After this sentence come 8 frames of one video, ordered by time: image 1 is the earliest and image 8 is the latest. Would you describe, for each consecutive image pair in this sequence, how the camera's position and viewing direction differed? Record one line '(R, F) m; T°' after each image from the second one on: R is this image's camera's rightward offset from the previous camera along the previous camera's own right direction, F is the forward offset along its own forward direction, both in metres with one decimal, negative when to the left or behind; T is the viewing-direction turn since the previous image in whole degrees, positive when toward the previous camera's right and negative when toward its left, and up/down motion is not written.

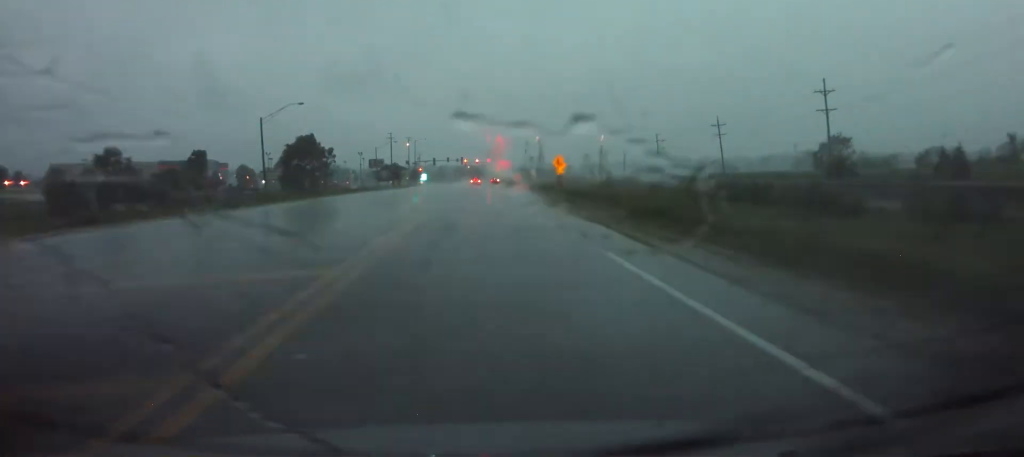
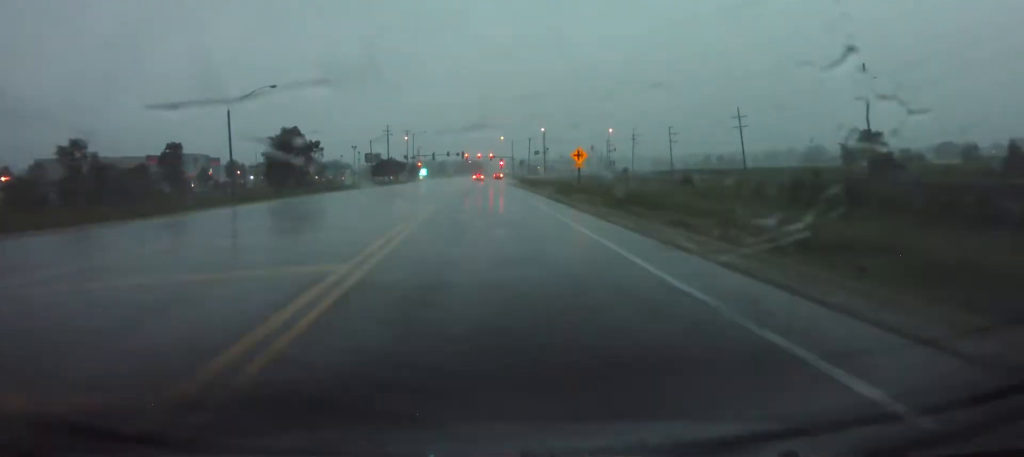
(0.0, +12.1) m; 0°
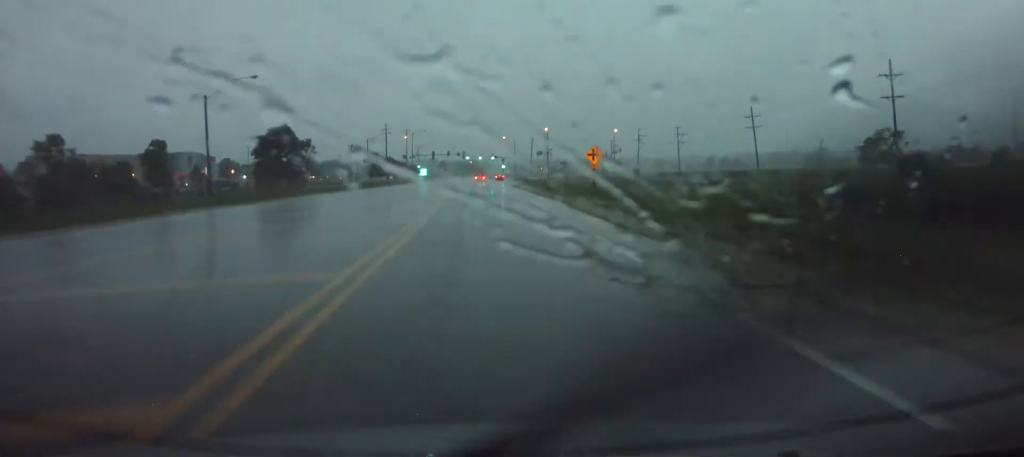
(0.0, +6.9) m; 0°
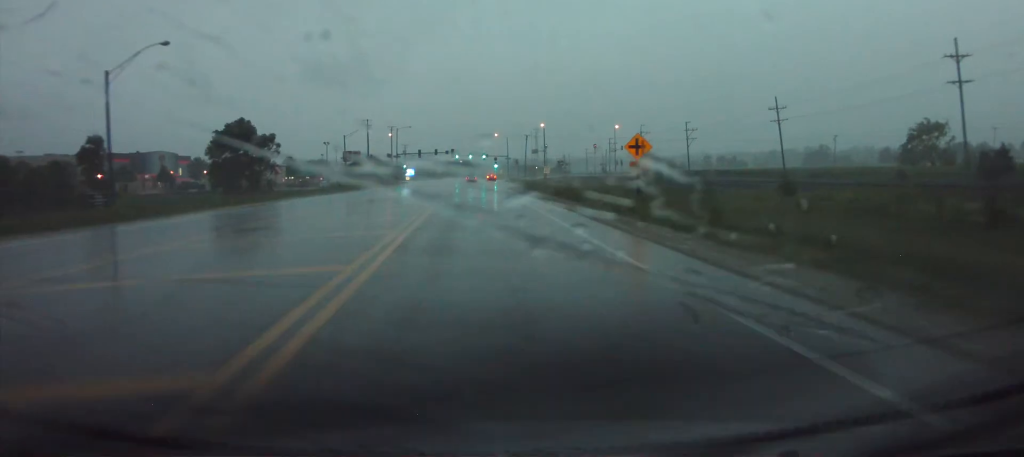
(+0.1, +17.5) m; +1°
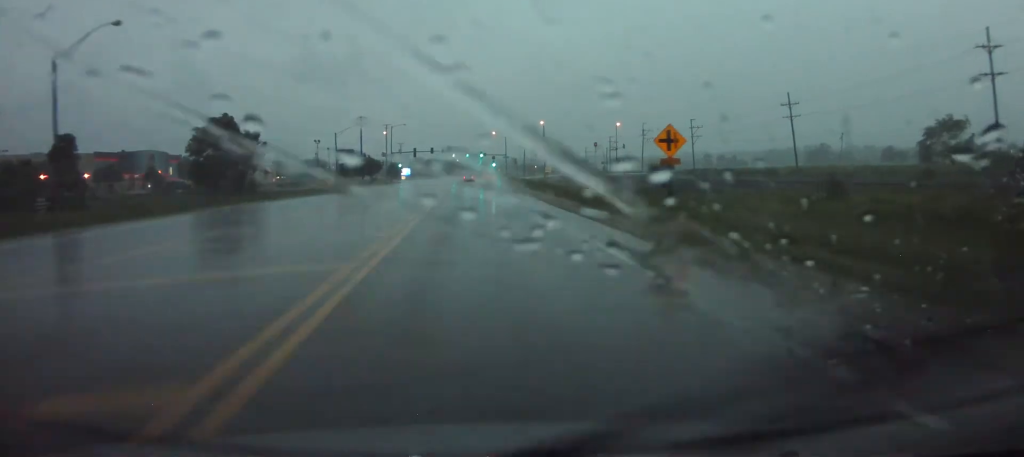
(+0.1, +6.7) m; 0°
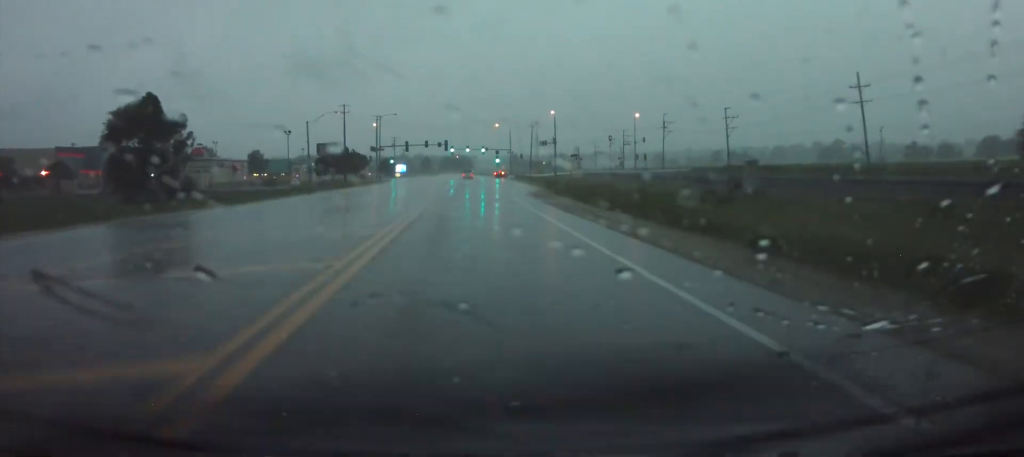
(+0.1, +23.8) m; +1°
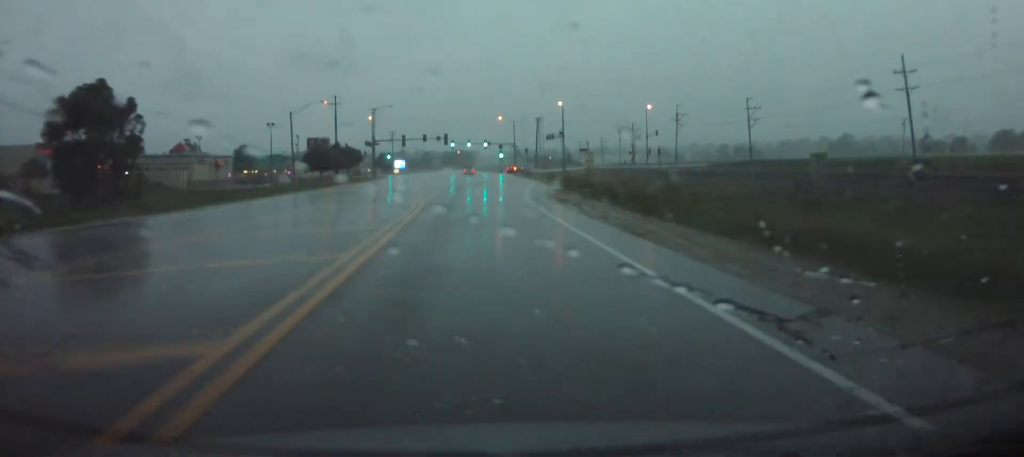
(+0.1, +11.4) m; 0°
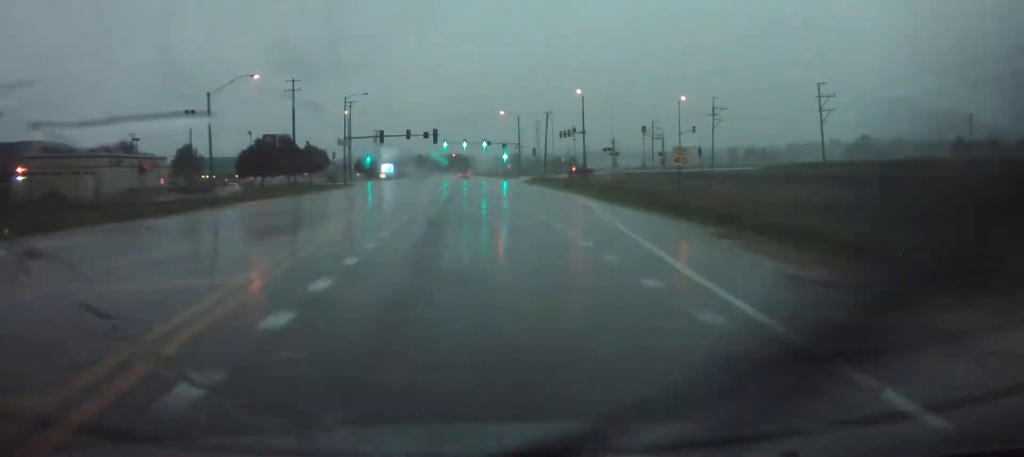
(-0.3, +32.4) m; -1°
